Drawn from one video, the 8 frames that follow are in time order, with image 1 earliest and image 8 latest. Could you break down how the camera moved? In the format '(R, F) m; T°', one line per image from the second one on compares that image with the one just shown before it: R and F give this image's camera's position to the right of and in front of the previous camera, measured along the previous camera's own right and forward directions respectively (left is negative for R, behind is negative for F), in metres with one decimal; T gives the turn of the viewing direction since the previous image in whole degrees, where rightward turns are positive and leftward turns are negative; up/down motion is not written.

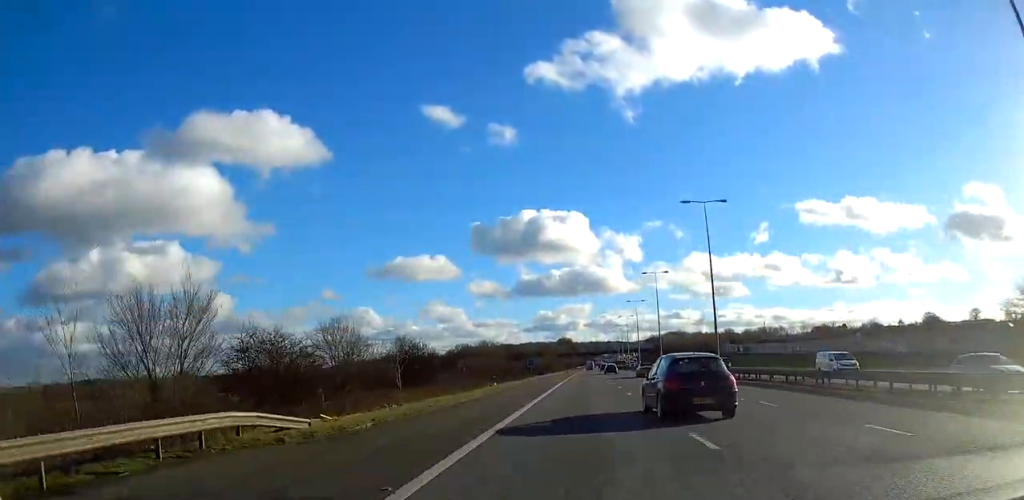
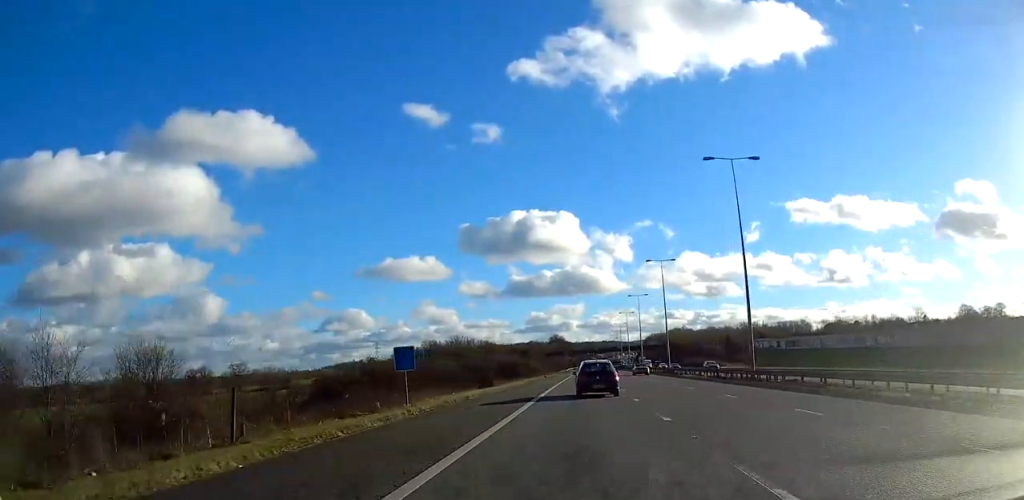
(-0.1, +57.5) m; 0°
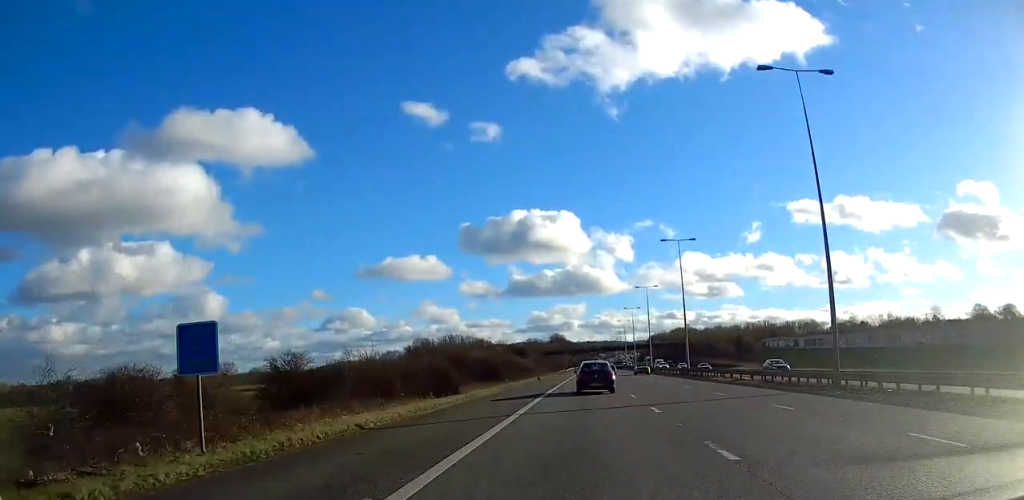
(0.0, +15.0) m; 0°
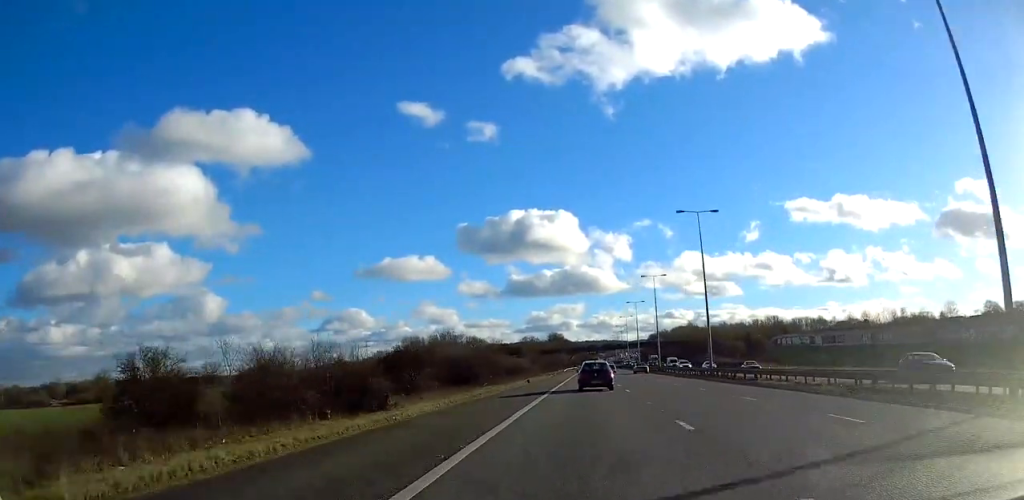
(0.0, +14.1) m; 0°
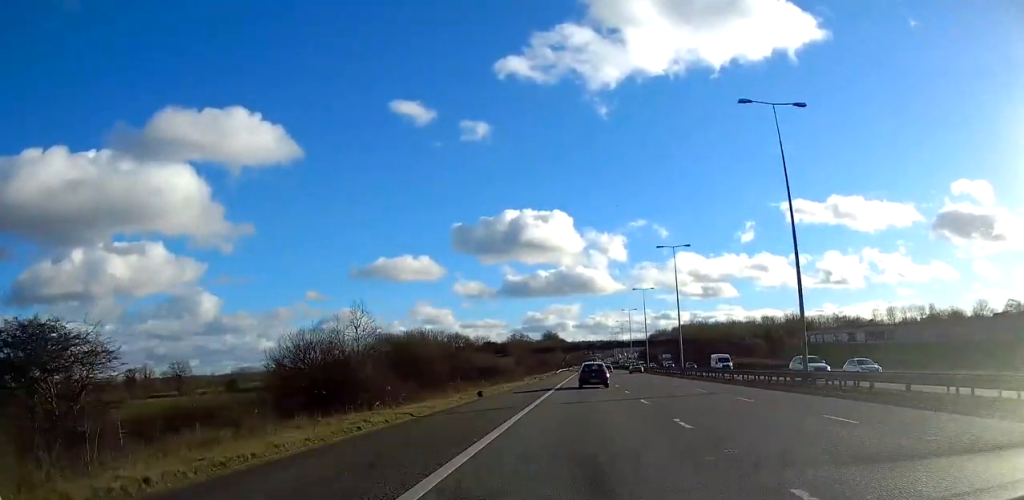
(+0.1, +26.6) m; 0°
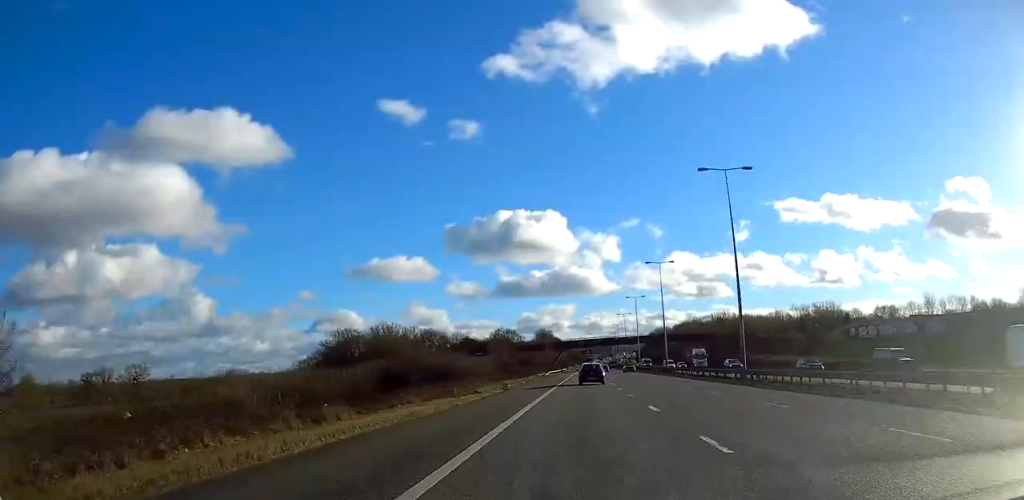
(+0.1, +31.9) m; 0°
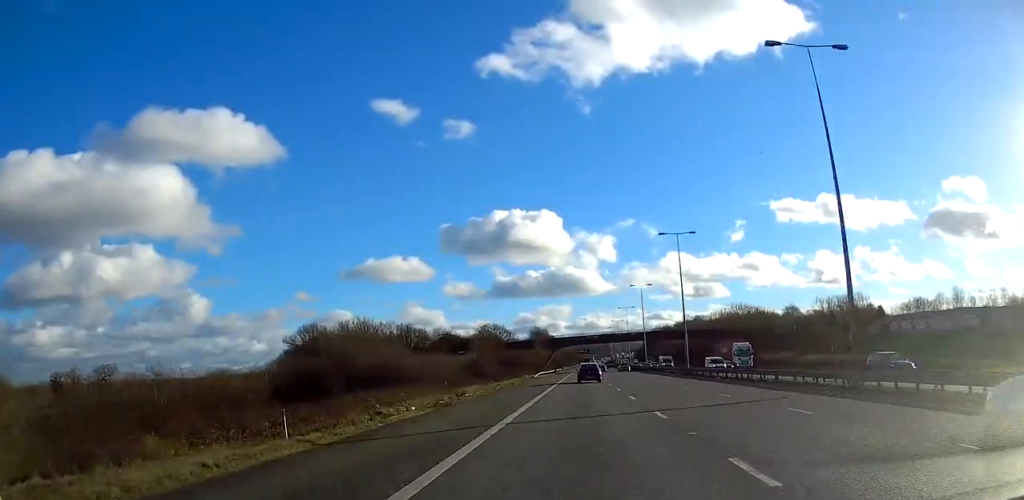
(-0.1, +20.4) m; 0°
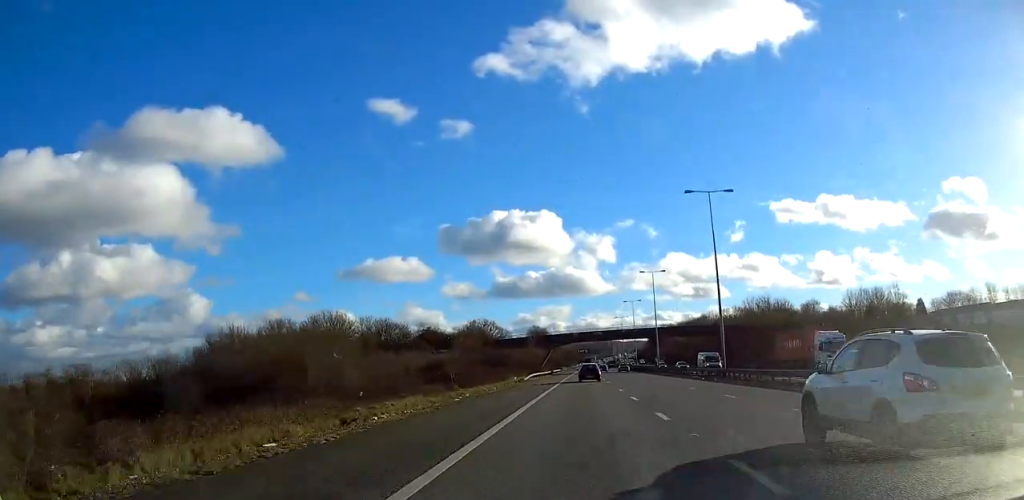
(+0.1, +17.7) m; 0°
